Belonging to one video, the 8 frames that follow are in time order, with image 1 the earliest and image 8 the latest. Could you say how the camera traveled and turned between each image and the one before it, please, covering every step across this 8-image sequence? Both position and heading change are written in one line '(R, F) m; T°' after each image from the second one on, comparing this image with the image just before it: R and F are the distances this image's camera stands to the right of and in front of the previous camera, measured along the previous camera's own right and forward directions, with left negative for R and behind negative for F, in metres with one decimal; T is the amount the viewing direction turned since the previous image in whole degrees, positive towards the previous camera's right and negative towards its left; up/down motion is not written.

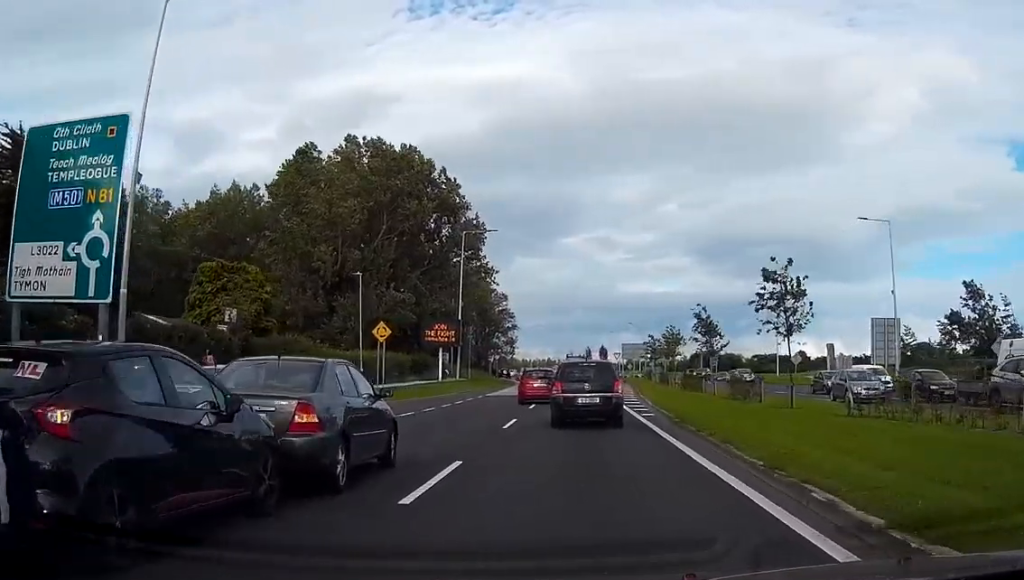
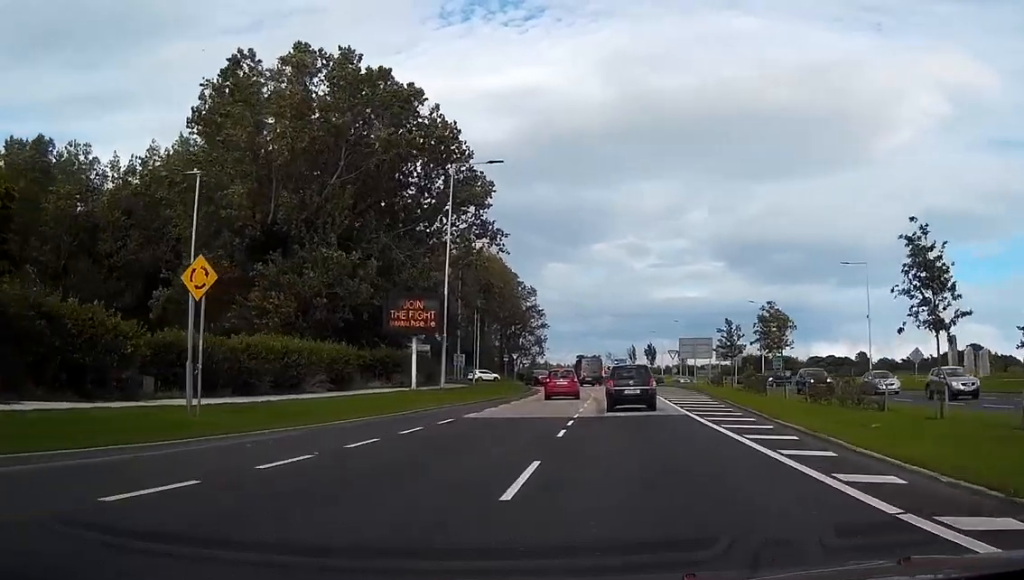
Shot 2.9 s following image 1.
(+1.1, +25.4) m; +2°
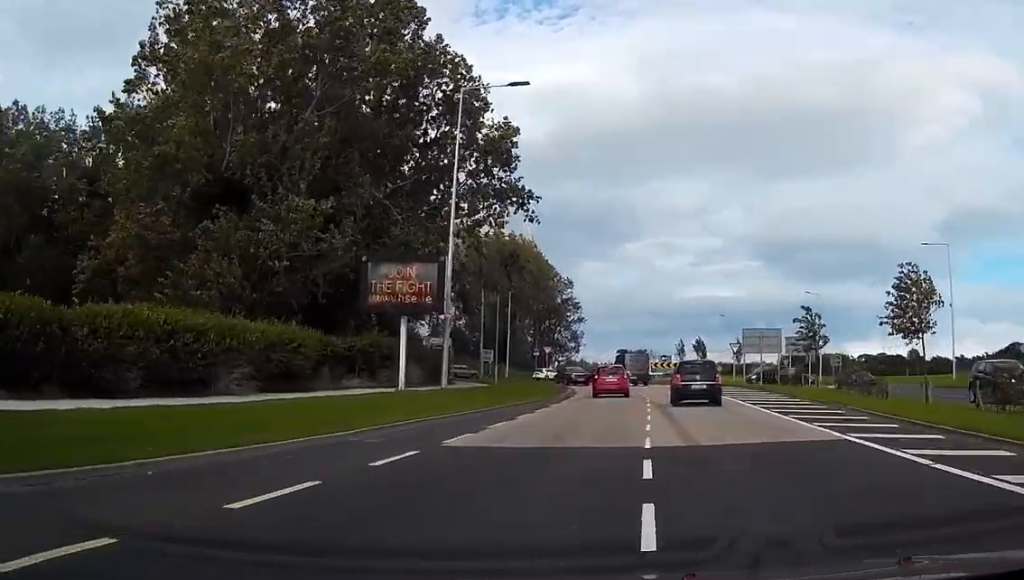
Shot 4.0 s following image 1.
(-0.2, +12.5) m; 0°
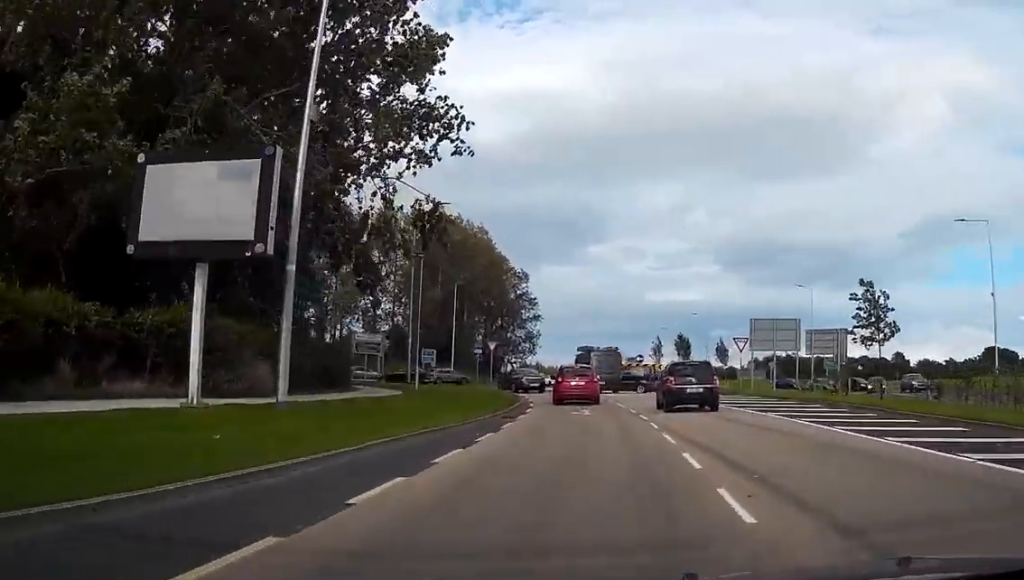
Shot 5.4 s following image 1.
(+0.1, +15.5) m; +1°
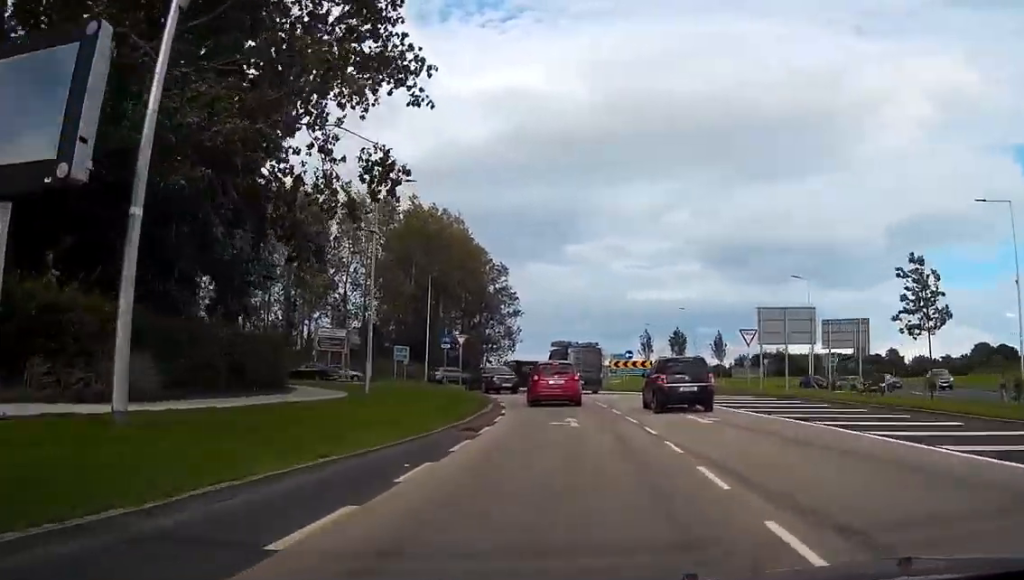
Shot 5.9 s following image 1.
(0.0, +6.1) m; 0°
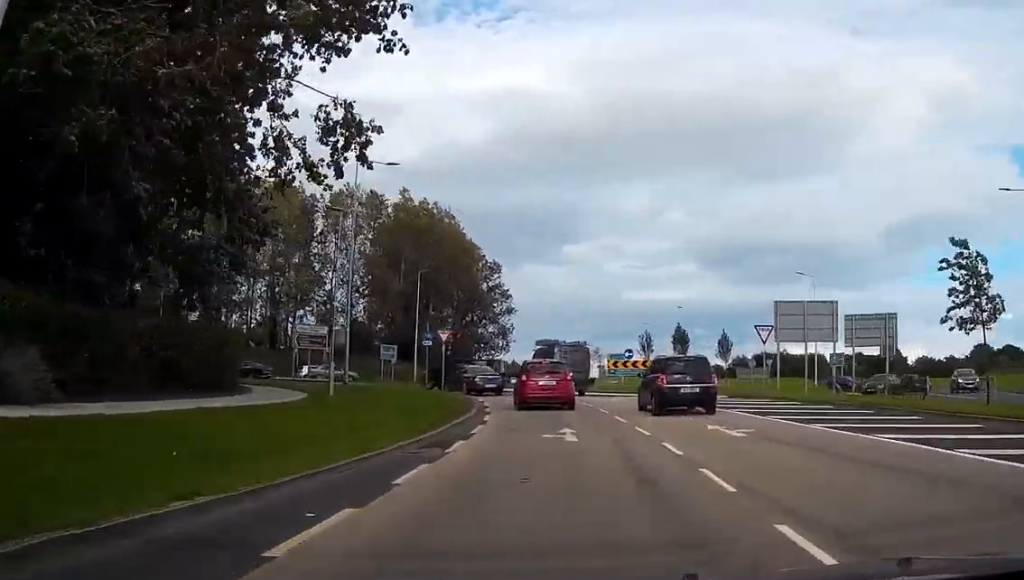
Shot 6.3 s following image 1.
(0.0, +4.2) m; 0°
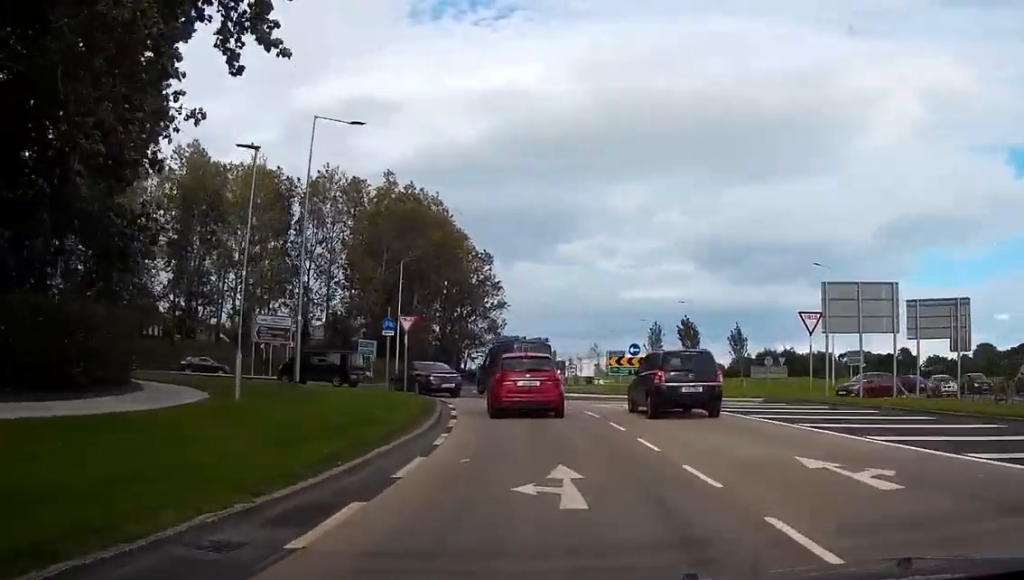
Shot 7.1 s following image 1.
(+0.1, +7.8) m; +1°
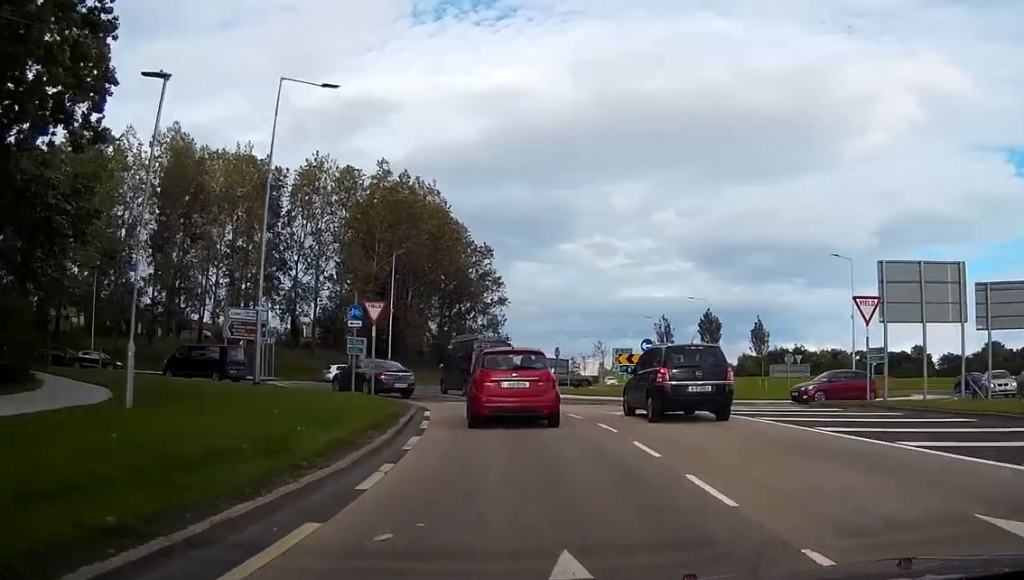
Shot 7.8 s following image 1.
(0.0, +5.8) m; +1°
